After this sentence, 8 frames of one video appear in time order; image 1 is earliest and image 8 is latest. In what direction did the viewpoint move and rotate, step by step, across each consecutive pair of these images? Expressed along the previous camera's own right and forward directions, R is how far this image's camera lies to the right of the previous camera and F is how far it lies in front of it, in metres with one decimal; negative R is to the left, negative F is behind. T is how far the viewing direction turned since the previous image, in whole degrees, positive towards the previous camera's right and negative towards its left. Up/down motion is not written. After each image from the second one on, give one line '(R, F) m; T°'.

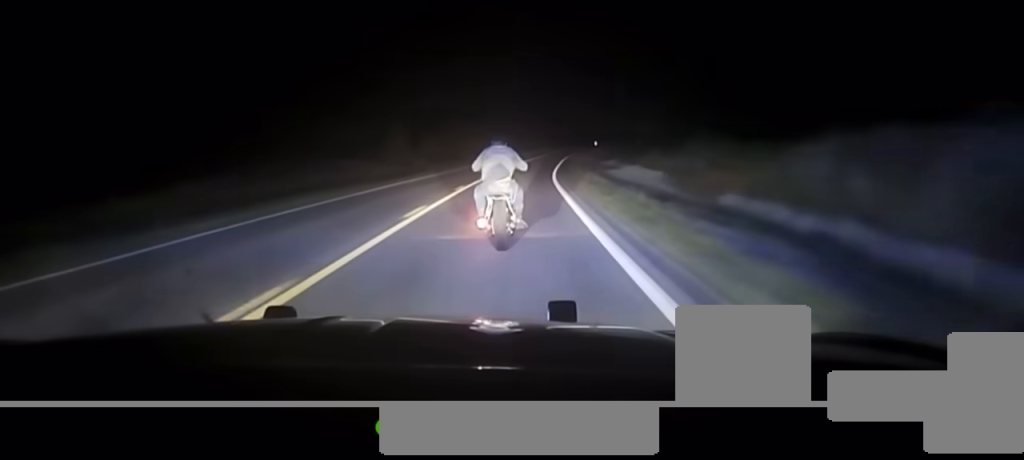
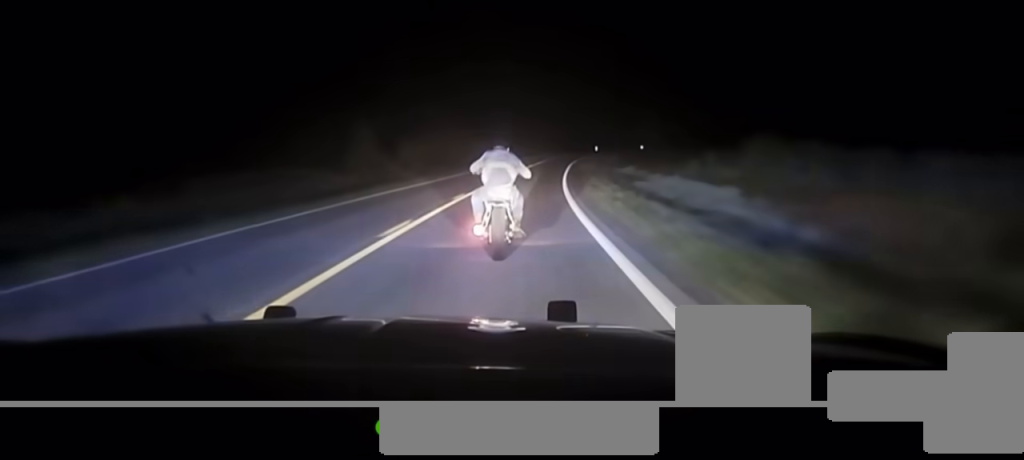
(-0.2, +17.1) m; 0°
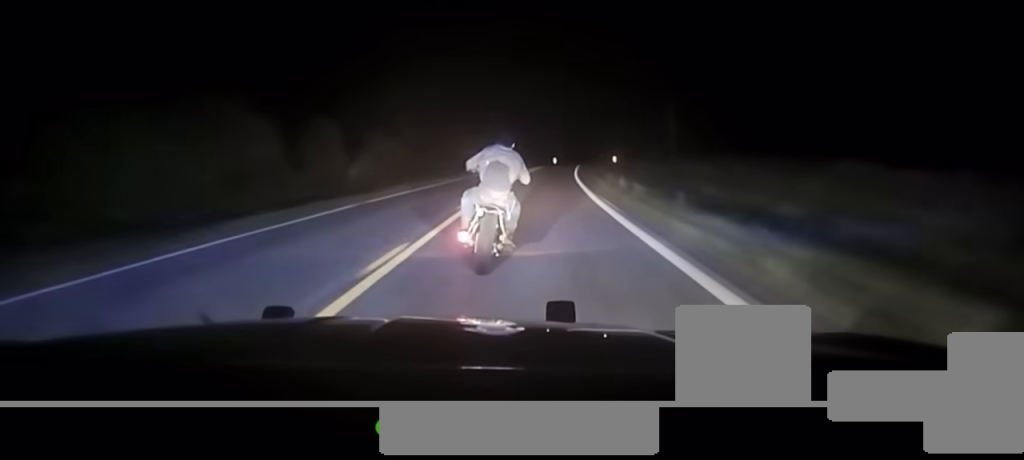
(+2.0, +66.8) m; +4°
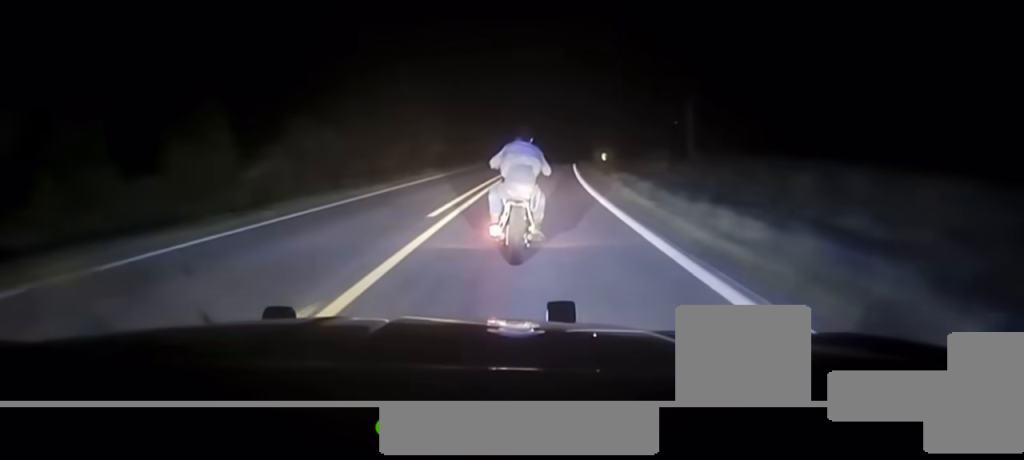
(+0.2, +16.6) m; +1°
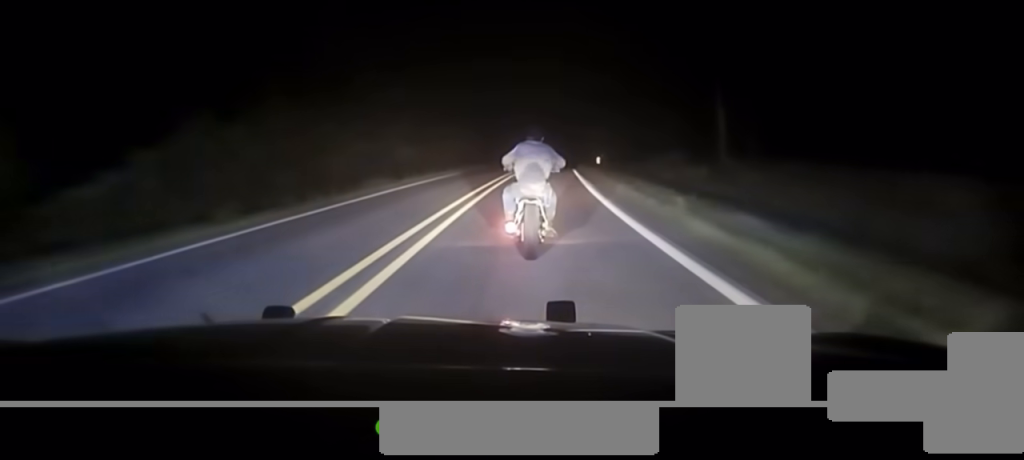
(+0.2, +13.7) m; +1°
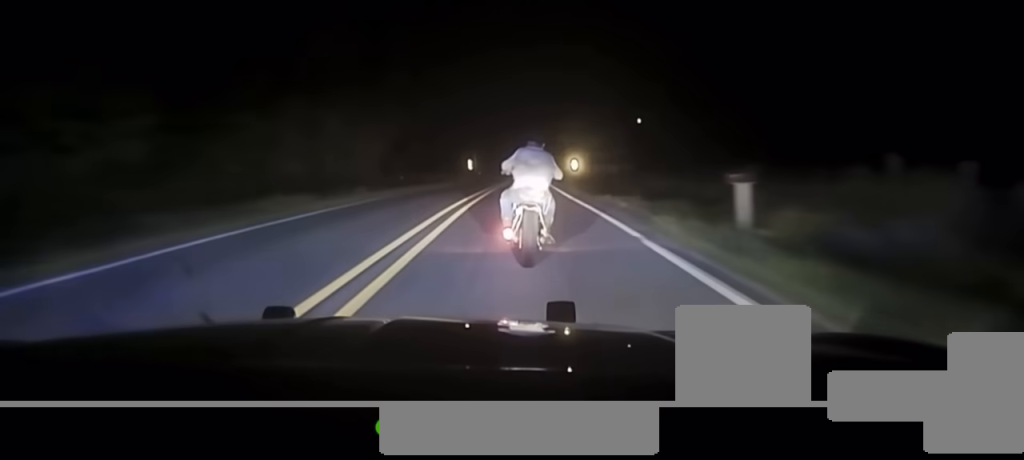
(+1.3, +53.5) m; +2°
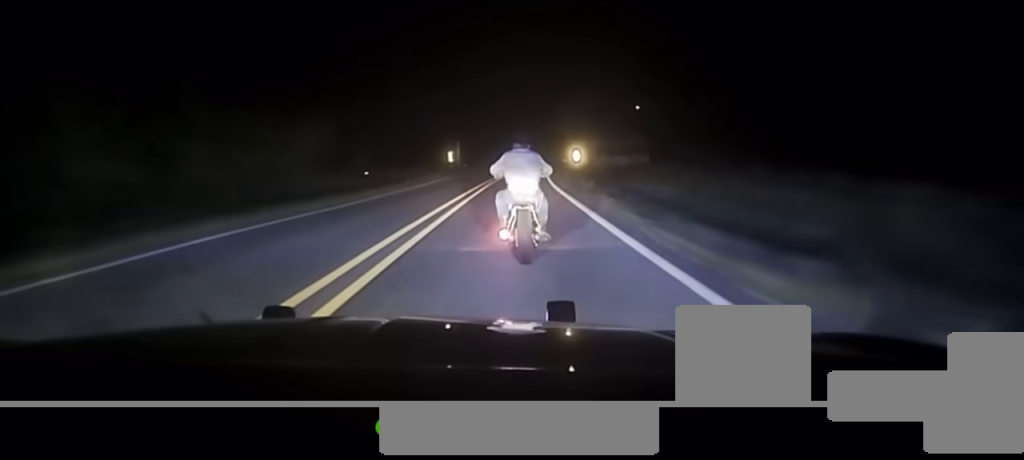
(-0.1, +21.8) m; 0°
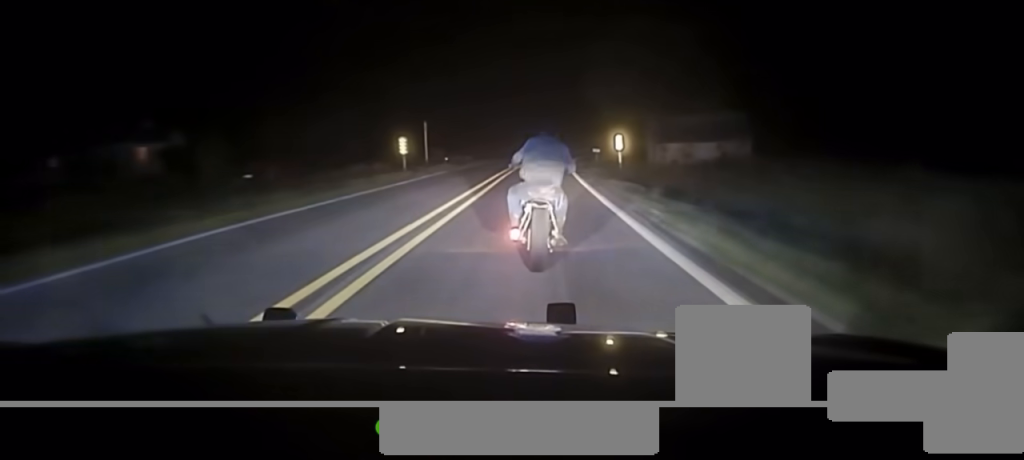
(+0.4, +41.9) m; 0°
